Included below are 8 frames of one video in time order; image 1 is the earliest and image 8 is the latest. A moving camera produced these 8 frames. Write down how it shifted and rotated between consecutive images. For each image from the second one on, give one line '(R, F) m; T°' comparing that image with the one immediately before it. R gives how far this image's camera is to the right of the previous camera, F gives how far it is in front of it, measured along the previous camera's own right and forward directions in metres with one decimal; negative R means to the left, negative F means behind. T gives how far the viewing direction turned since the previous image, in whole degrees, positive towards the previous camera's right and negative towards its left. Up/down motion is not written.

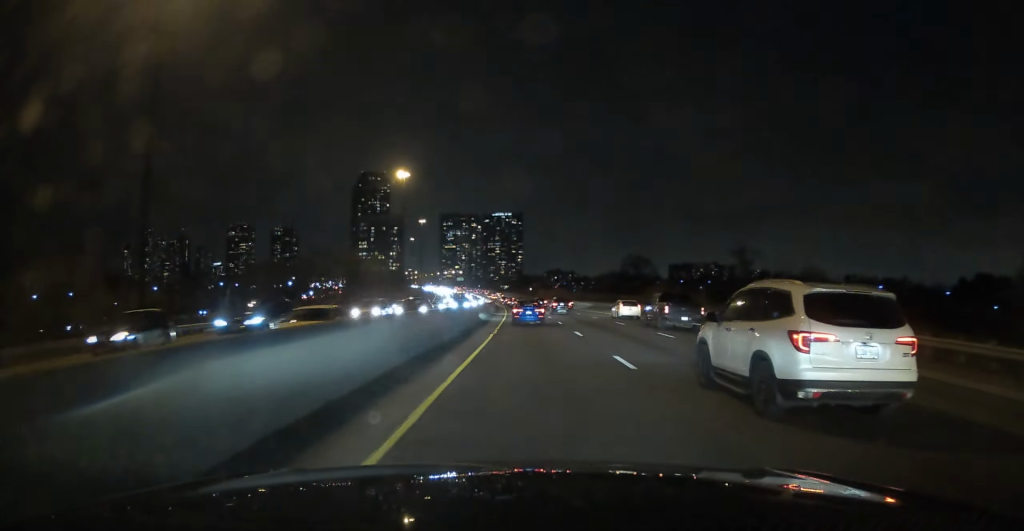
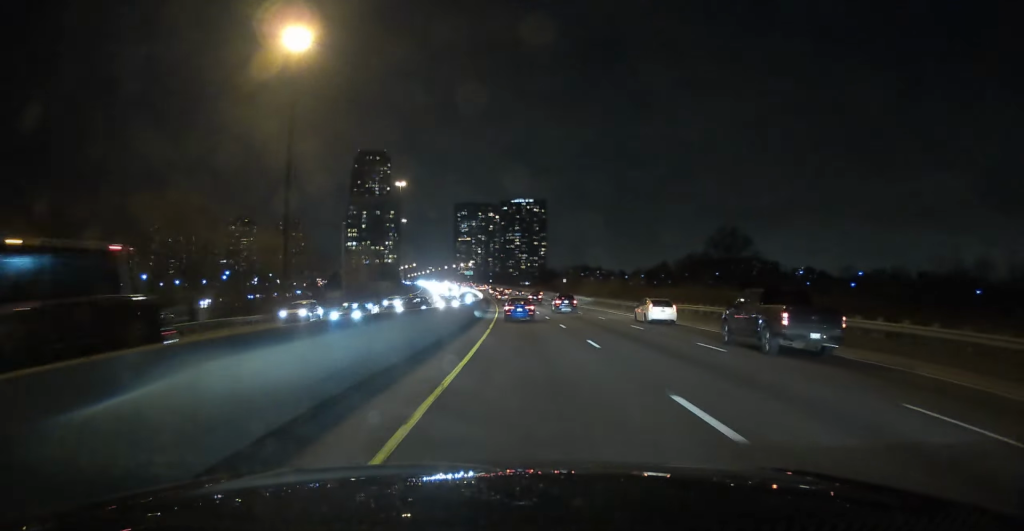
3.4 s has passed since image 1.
(-2.4, +96.9) m; -3°
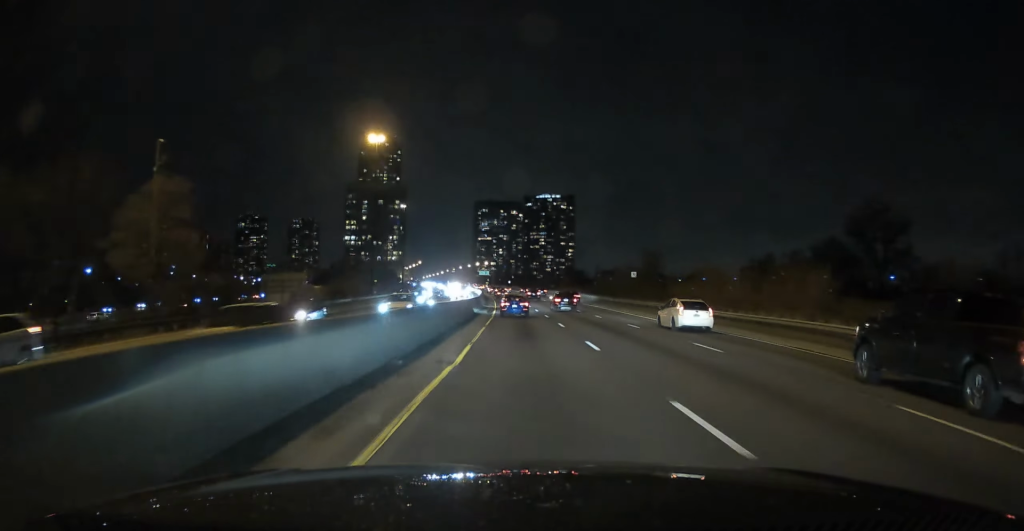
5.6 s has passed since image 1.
(-0.8, +62.7) m; -2°
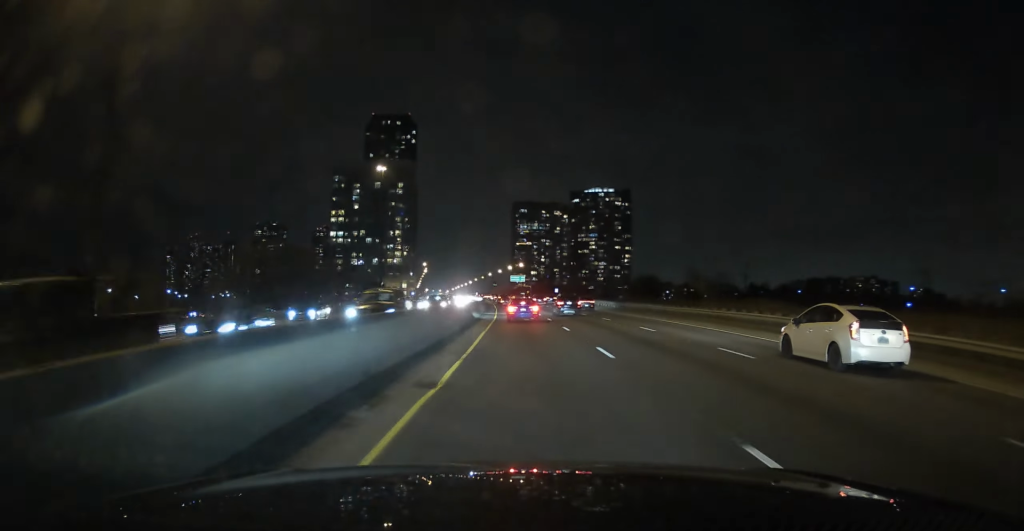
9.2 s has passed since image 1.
(-3.1, +100.2) m; -3°
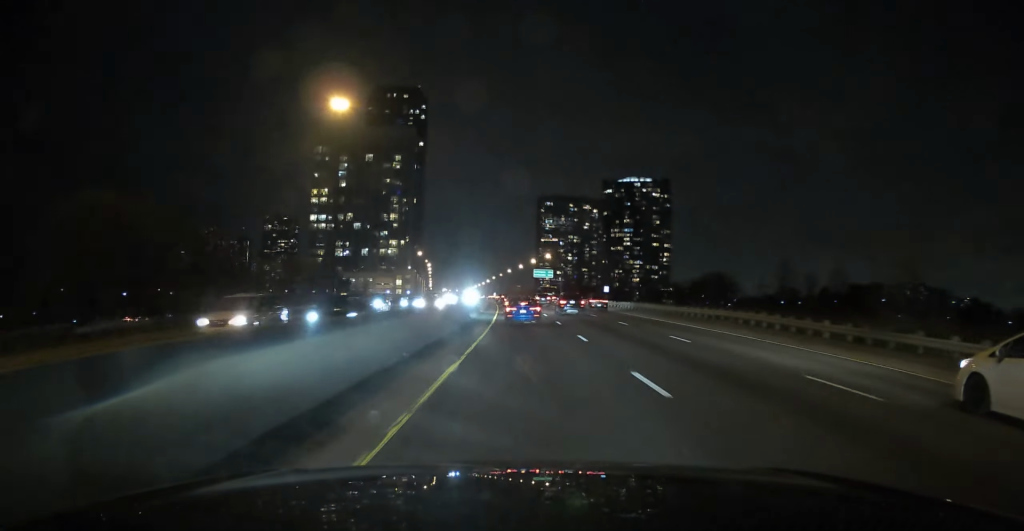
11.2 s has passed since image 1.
(-0.5, +55.4) m; -2°
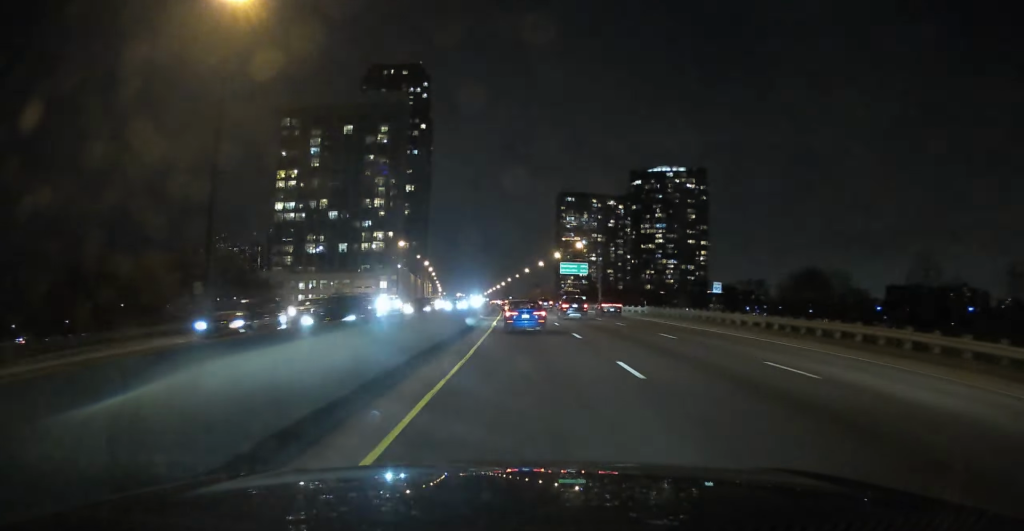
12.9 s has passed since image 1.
(-1.2, +47.2) m; -2°
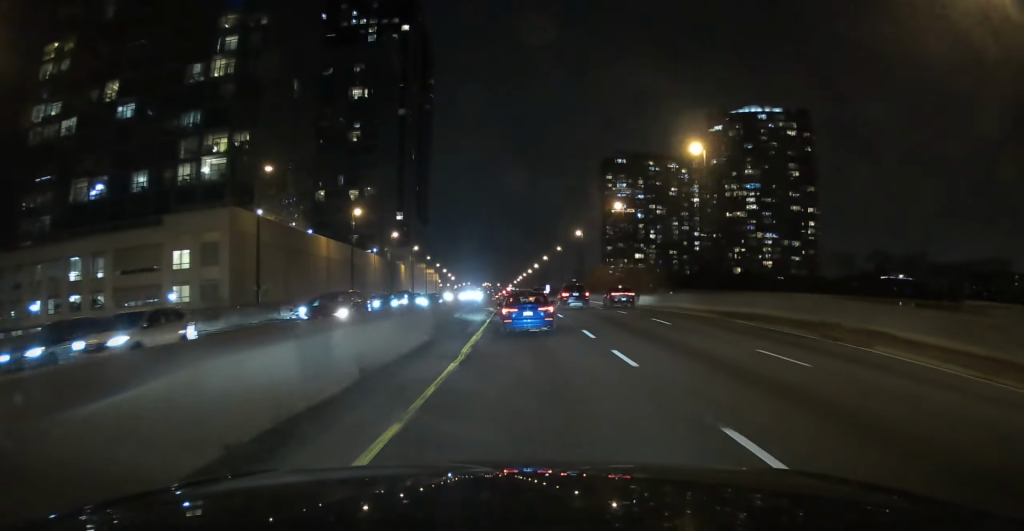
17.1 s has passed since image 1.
(-3.0, +108.9) m; -3°
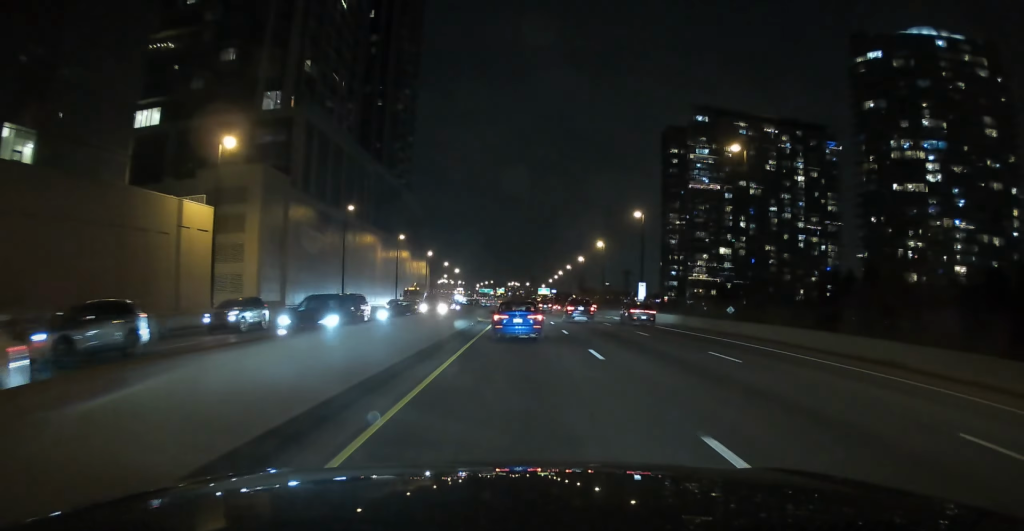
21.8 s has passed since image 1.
(-2.9, +115.3) m; -2°
